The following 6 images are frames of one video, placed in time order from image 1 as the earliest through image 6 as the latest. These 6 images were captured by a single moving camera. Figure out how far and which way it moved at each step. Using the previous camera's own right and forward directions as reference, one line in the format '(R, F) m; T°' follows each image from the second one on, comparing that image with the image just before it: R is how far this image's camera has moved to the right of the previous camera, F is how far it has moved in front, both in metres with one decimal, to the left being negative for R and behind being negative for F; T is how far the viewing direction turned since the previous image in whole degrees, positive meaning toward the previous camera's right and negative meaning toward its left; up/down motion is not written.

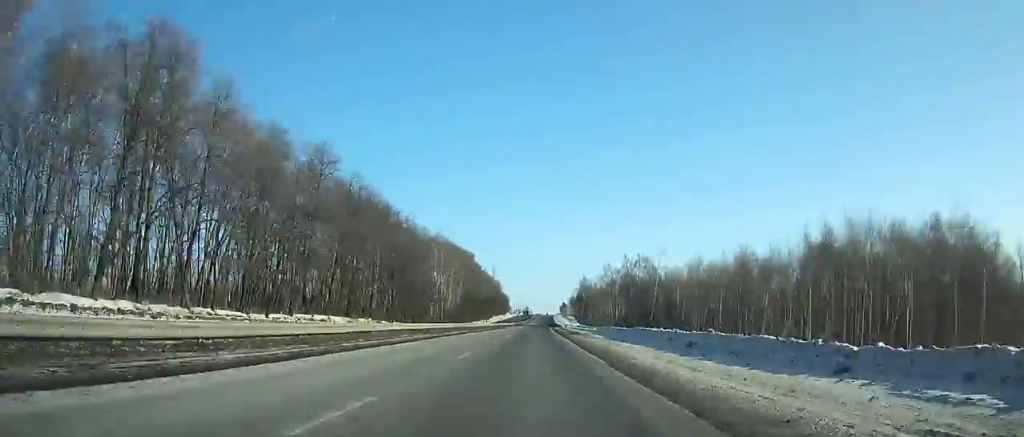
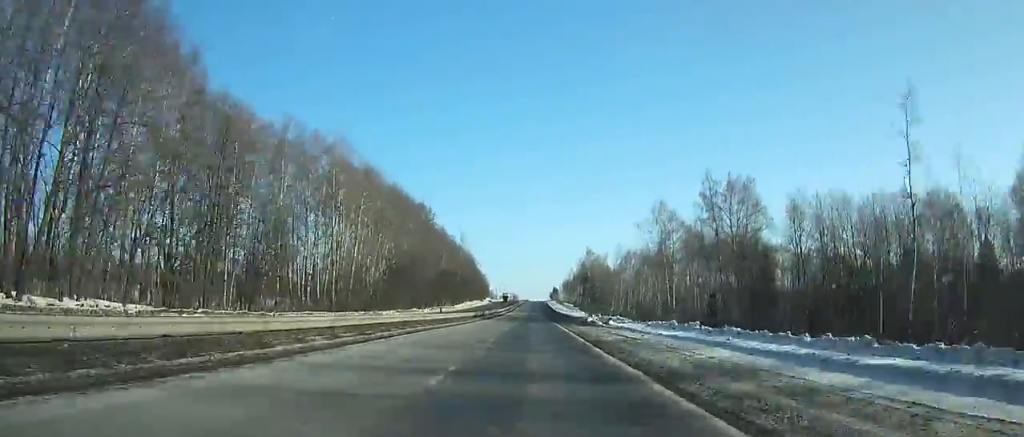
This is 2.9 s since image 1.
(+1.7, +82.0) m; +2°
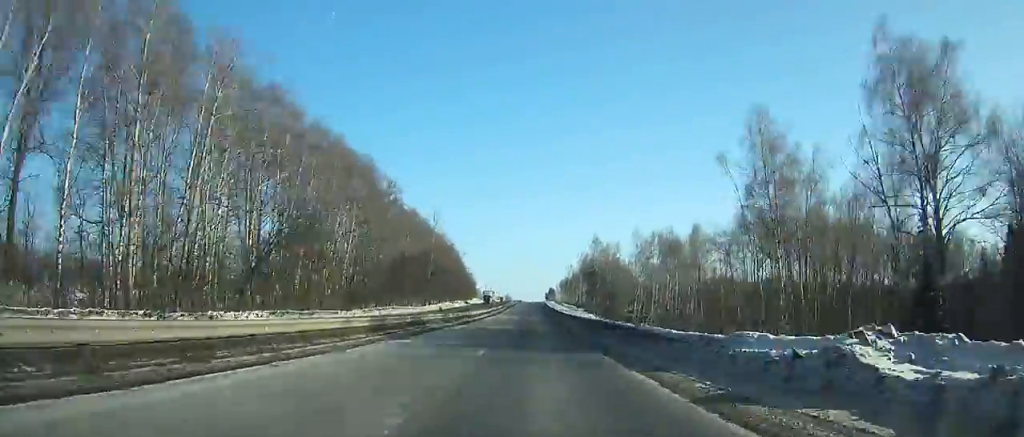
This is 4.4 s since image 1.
(+0.2, +41.9) m; 0°
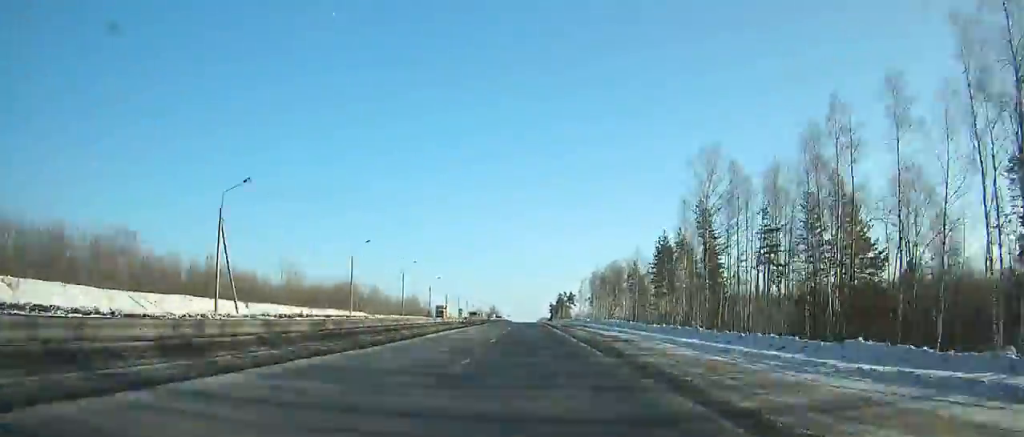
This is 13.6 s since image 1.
(+2.1, +254.0) m; +1°
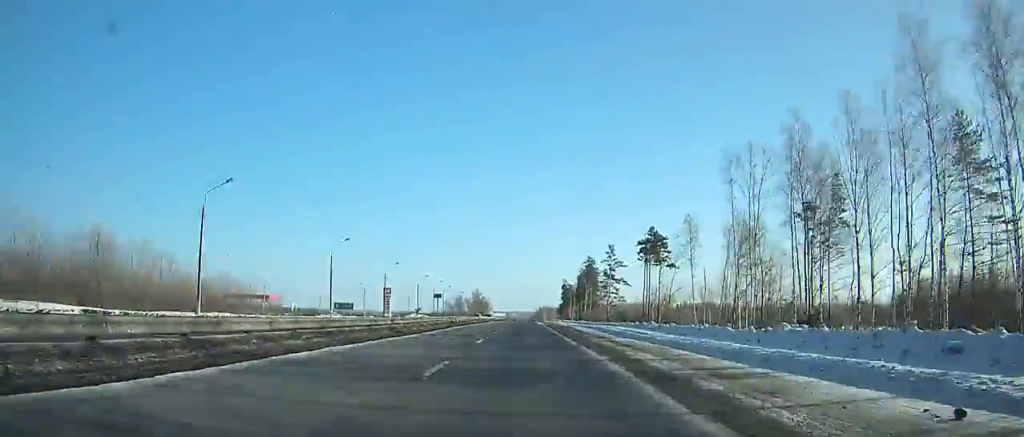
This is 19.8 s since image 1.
(+0.4, +169.3) m; 0°
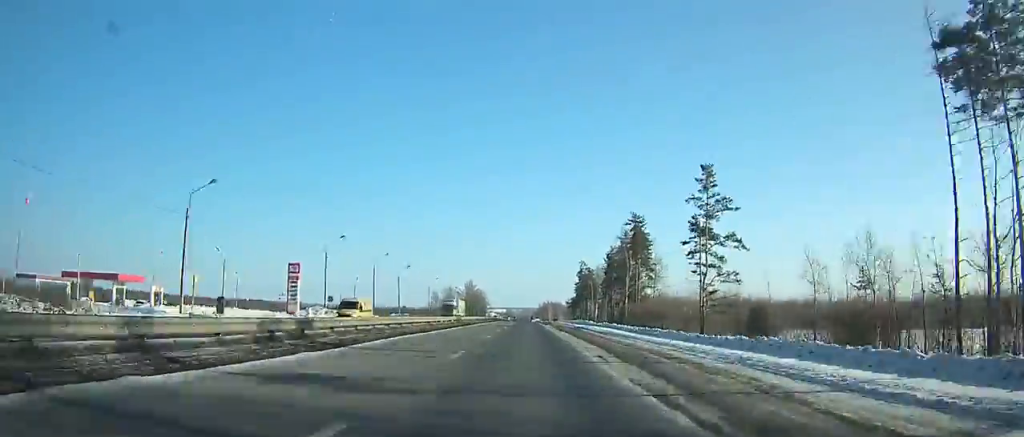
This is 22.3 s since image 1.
(0.0, +67.9) m; 0°
